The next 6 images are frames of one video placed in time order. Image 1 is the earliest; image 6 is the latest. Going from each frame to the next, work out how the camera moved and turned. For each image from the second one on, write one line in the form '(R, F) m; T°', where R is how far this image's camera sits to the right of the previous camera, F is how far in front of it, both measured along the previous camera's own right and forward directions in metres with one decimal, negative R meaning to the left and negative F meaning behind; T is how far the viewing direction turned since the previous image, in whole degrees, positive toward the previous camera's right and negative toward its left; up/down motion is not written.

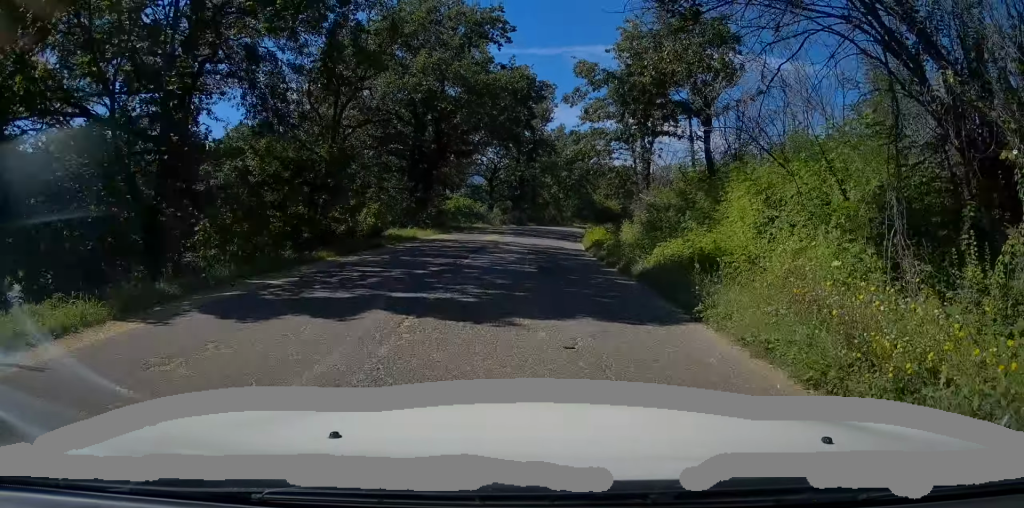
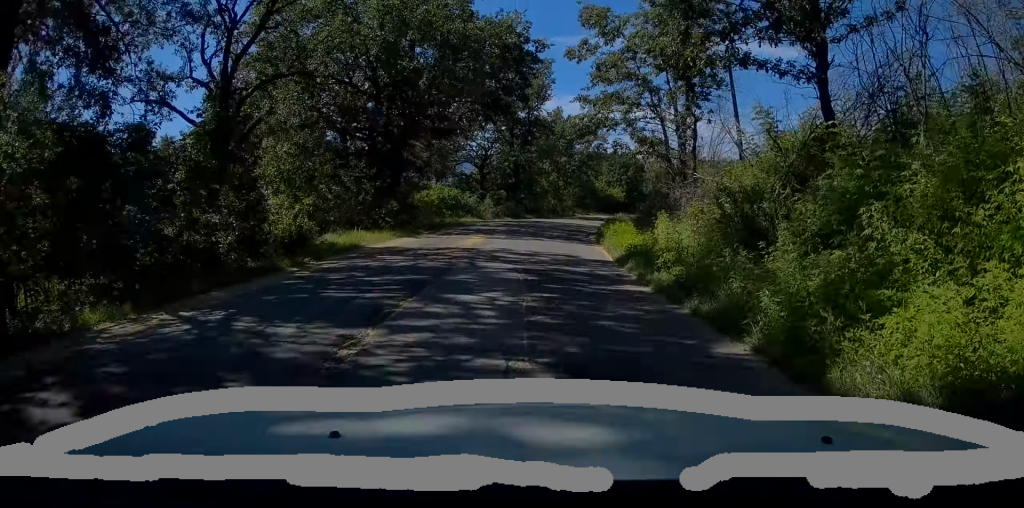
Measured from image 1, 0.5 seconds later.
(+0.2, +8.2) m; +1°
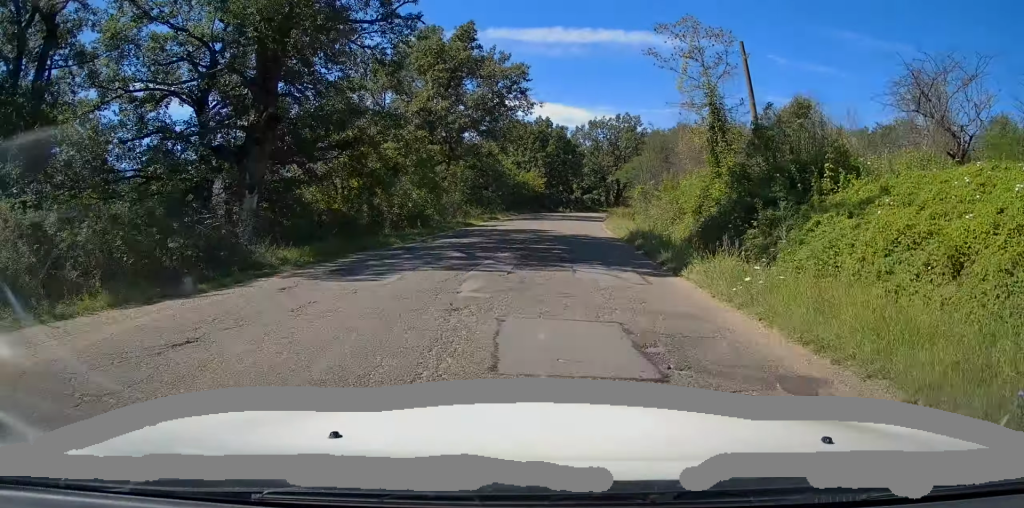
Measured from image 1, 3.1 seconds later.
(+2.3, +42.1) m; +8°
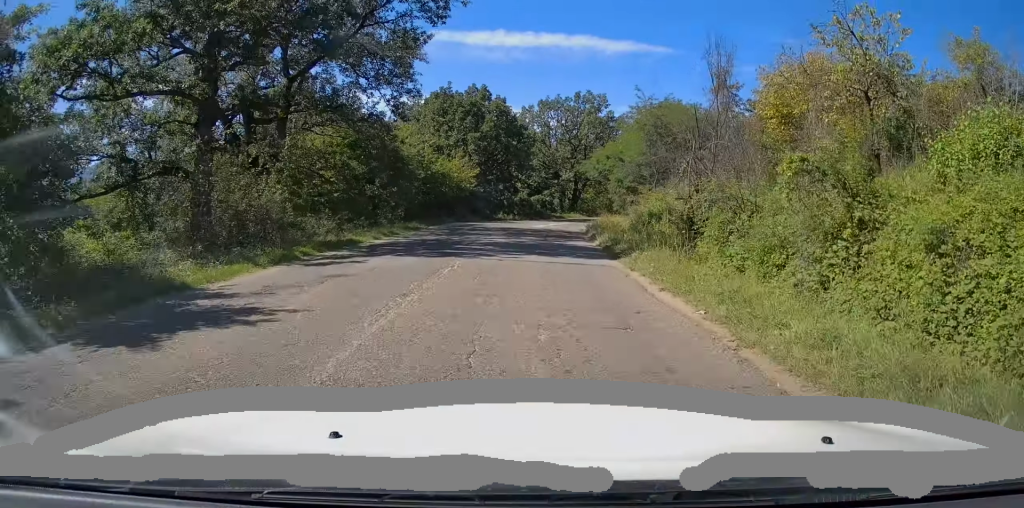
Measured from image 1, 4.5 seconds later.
(+1.1, +23.3) m; +6°
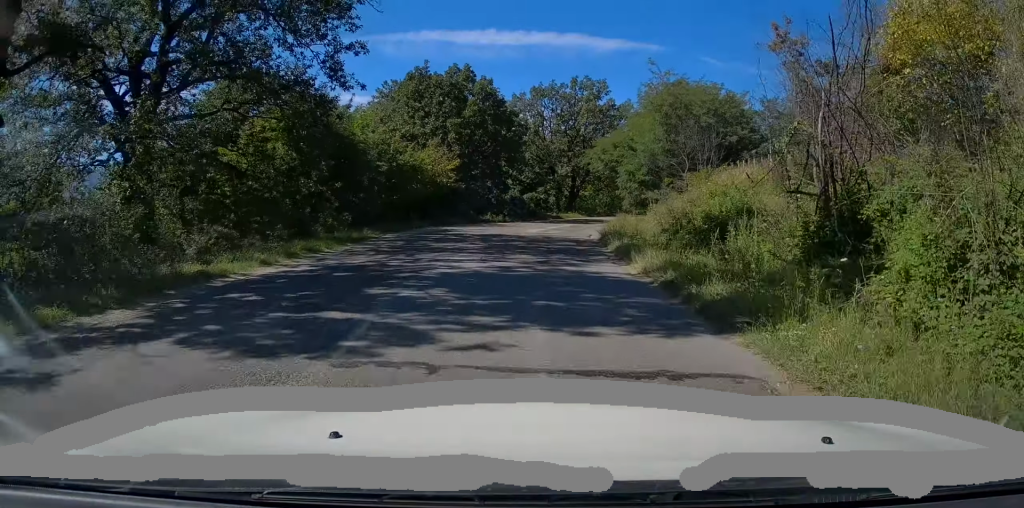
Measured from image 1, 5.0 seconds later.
(+0.1, +8.2) m; +2°
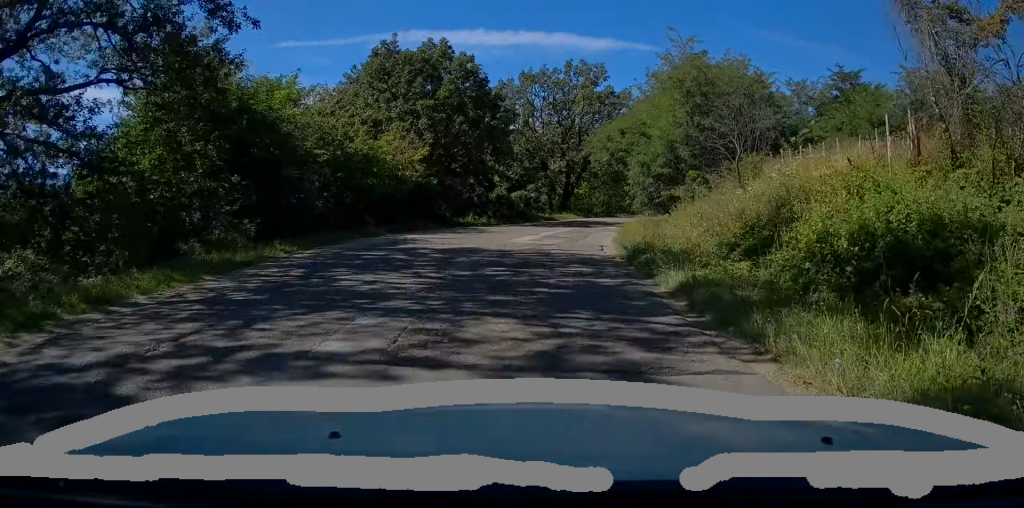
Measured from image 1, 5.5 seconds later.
(+0.1, +7.7) m; +2°
